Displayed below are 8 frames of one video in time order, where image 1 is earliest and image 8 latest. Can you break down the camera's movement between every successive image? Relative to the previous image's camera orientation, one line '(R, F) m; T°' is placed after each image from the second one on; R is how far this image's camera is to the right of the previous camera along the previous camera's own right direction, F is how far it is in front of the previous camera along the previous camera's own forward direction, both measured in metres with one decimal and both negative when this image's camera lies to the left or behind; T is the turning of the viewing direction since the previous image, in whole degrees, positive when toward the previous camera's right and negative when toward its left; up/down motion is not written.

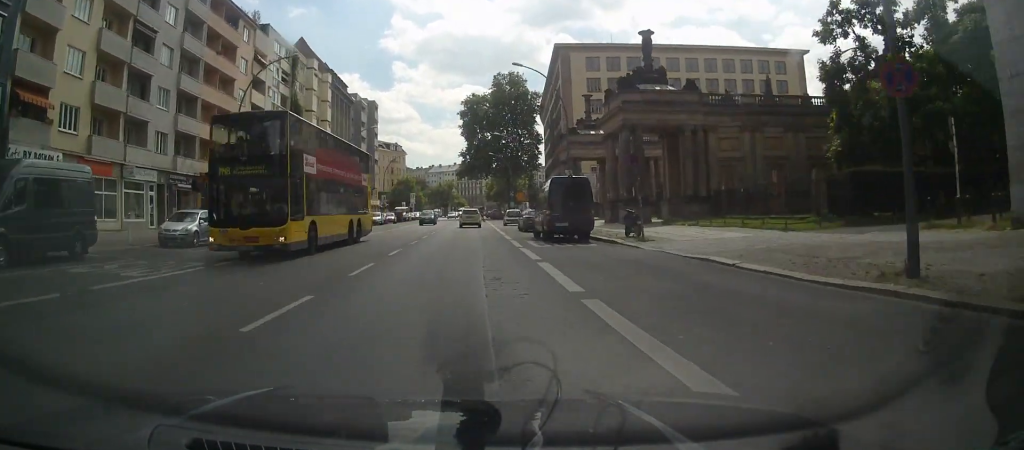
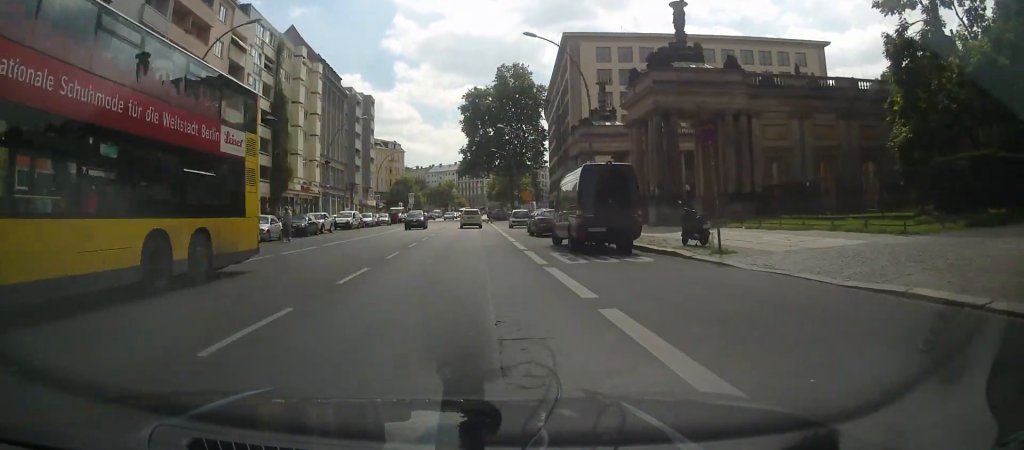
(0.0, +7.2) m; 0°
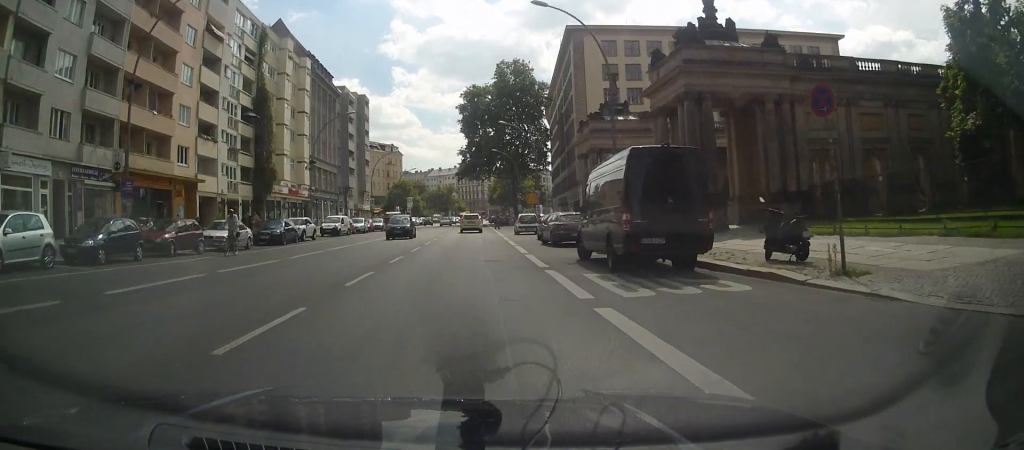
(0.0, +5.6) m; 0°
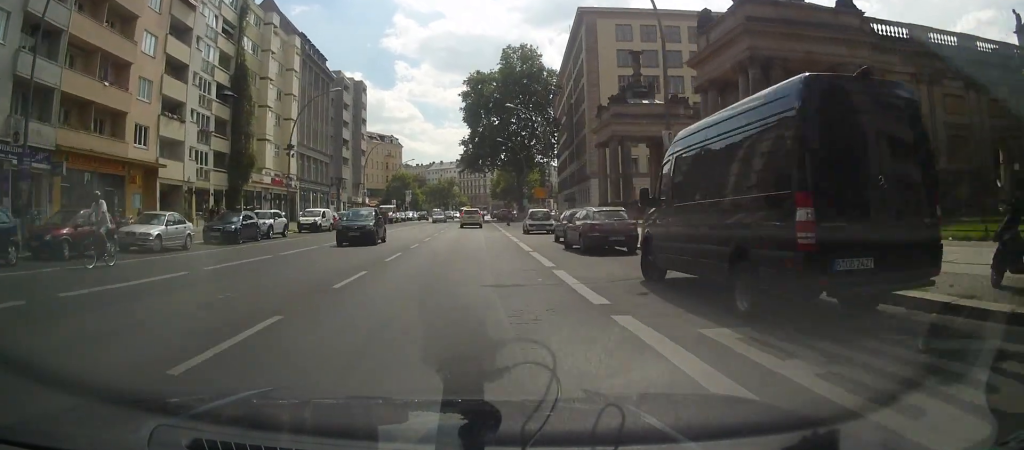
(0.0, +7.1) m; 0°
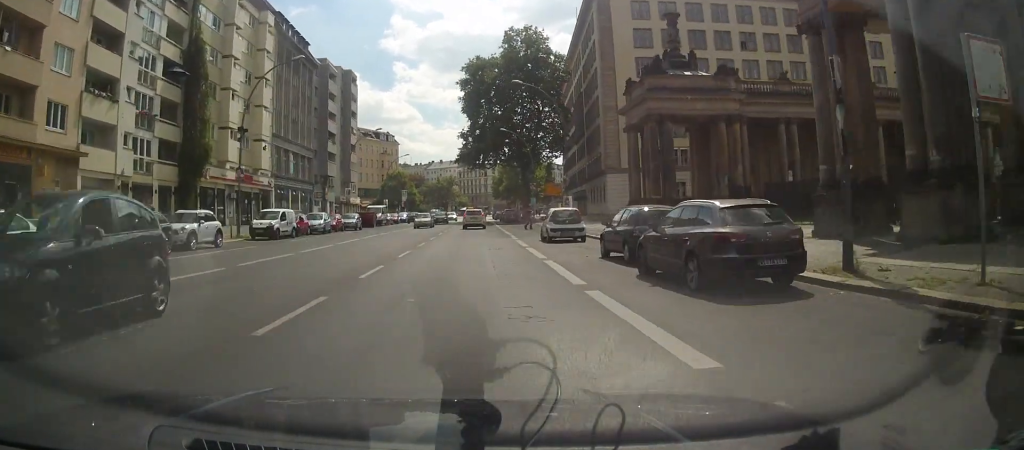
(0.0, +10.2) m; 0°
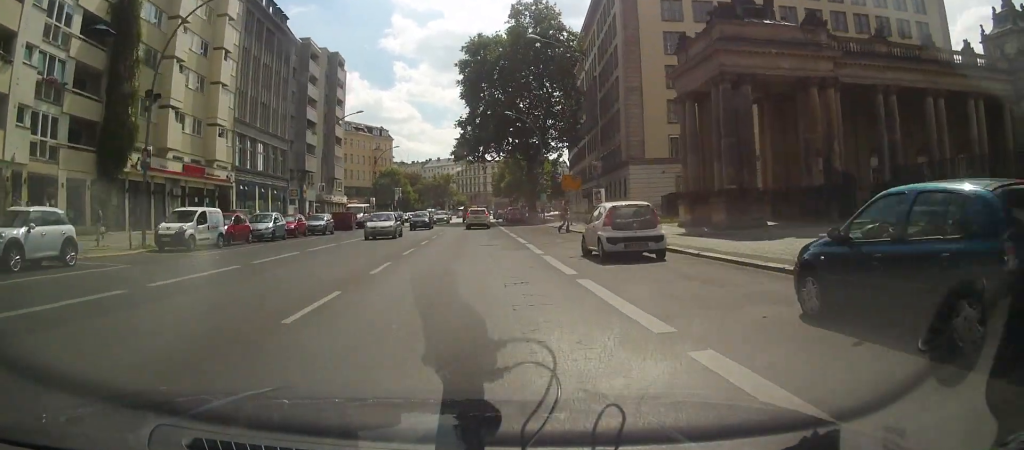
(0.0, +11.4) m; -2°
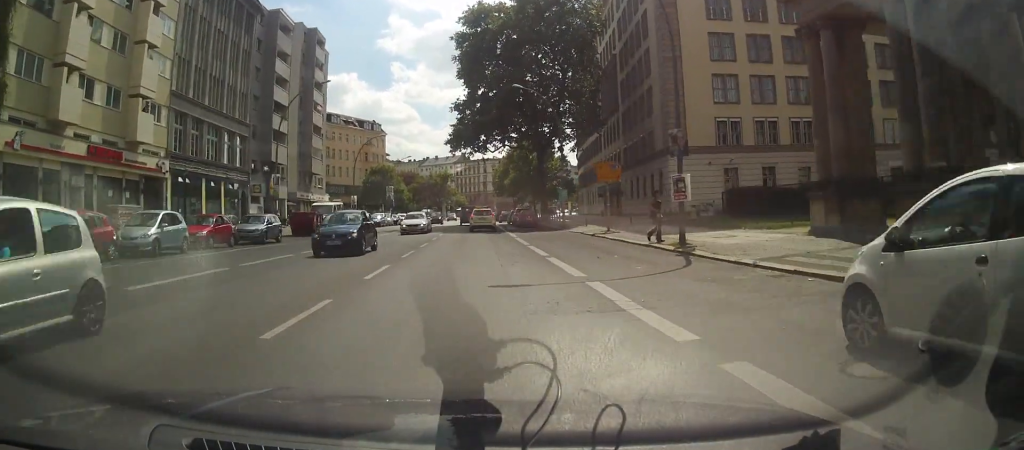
(-0.2, +13.2) m; +1°
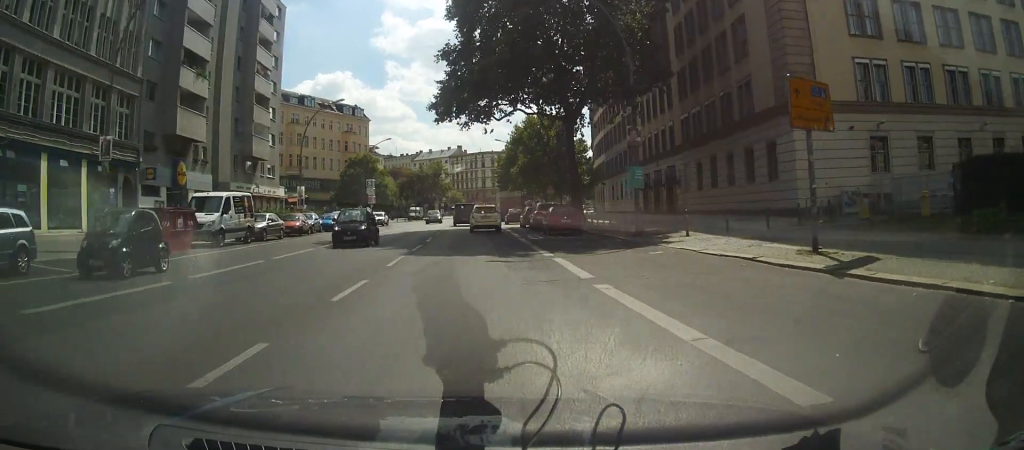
(+0.5, +21.9) m; +2°
